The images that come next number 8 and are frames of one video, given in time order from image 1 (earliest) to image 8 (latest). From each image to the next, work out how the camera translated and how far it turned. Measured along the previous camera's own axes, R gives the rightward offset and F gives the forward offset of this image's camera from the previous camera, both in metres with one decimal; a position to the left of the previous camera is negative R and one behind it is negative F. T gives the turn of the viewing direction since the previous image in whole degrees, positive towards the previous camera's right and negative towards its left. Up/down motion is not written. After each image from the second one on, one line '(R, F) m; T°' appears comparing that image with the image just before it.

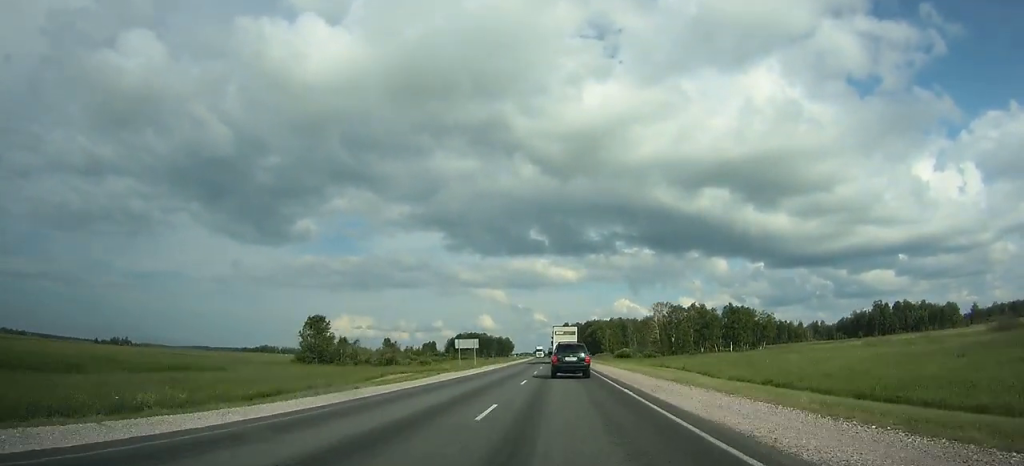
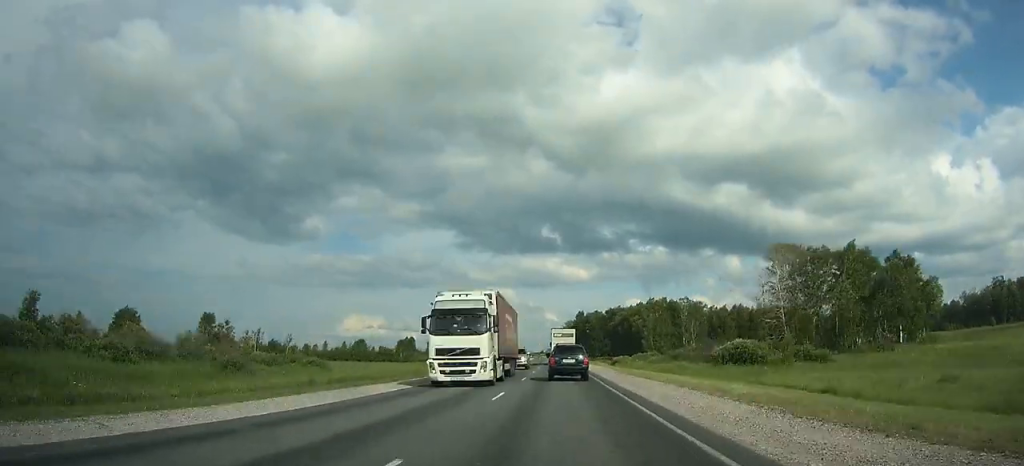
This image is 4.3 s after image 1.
(0.0, +90.0) m; -1°
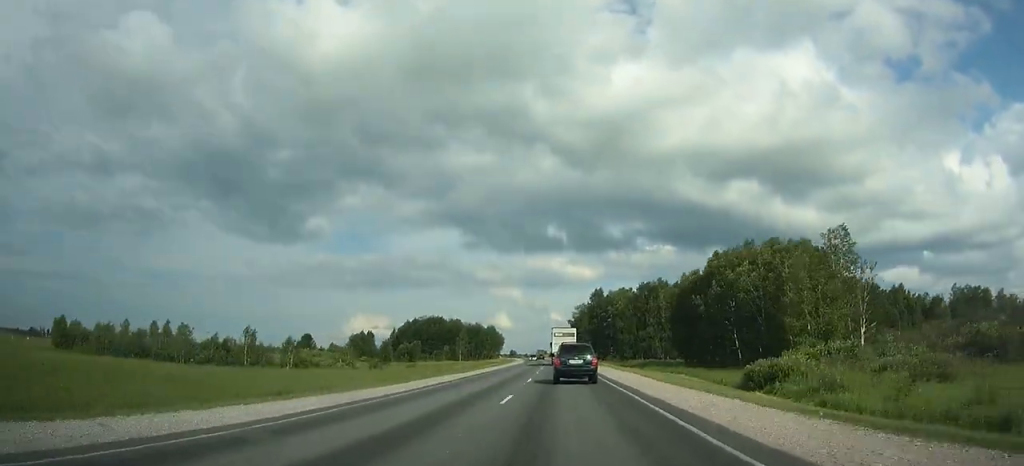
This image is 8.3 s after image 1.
(-0.9, +83.2) m; -1°
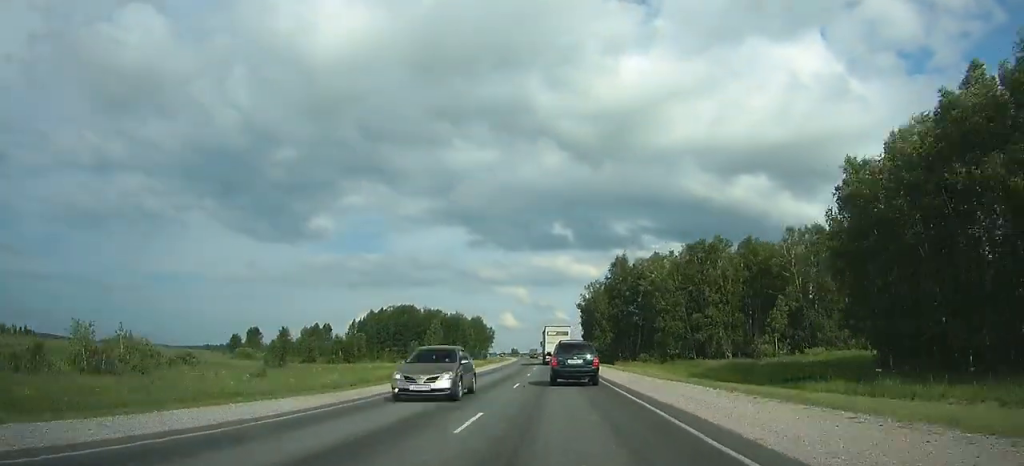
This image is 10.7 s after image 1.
(-0.3, +49.1) m; -1°
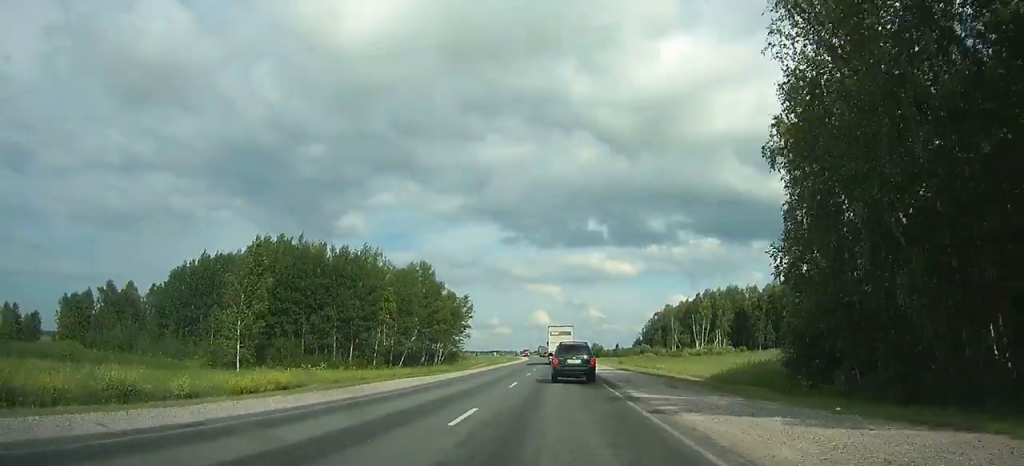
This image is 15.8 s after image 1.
(-1.8, +101.4) m; -2°
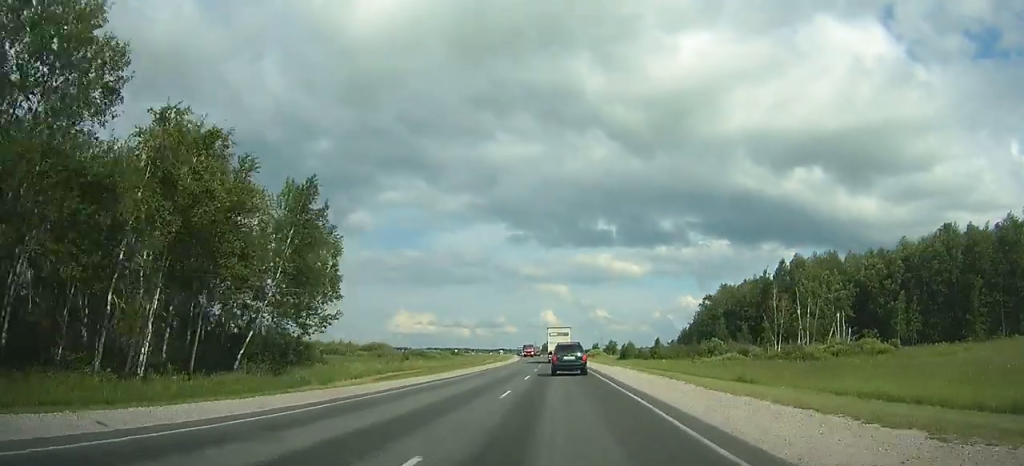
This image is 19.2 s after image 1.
(-1.0, +70.2) m; -2°
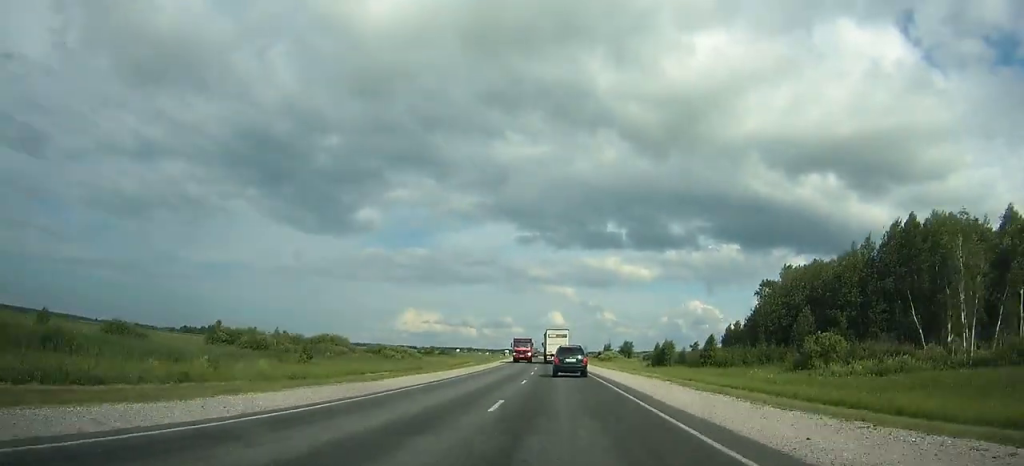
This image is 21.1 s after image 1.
(-0.7, +39.5) m; -1°
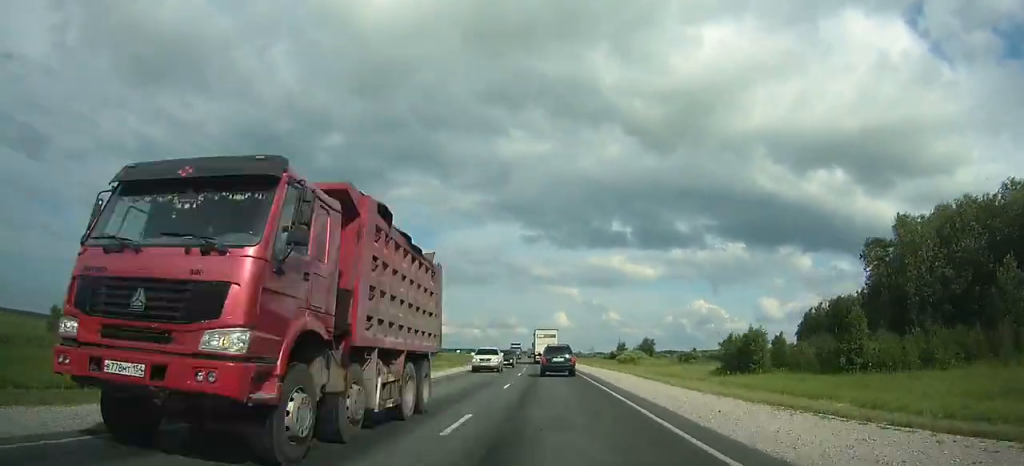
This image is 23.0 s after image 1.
(-0.4, +39.0) m; -1°
